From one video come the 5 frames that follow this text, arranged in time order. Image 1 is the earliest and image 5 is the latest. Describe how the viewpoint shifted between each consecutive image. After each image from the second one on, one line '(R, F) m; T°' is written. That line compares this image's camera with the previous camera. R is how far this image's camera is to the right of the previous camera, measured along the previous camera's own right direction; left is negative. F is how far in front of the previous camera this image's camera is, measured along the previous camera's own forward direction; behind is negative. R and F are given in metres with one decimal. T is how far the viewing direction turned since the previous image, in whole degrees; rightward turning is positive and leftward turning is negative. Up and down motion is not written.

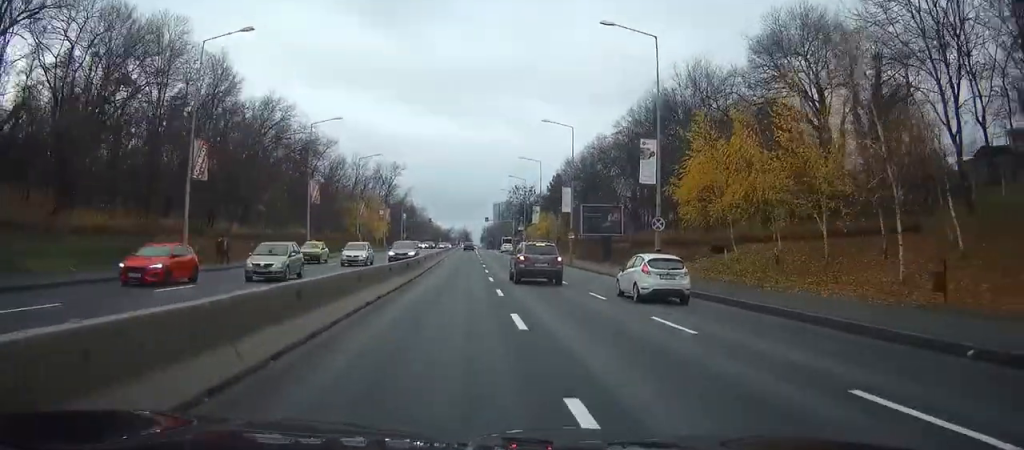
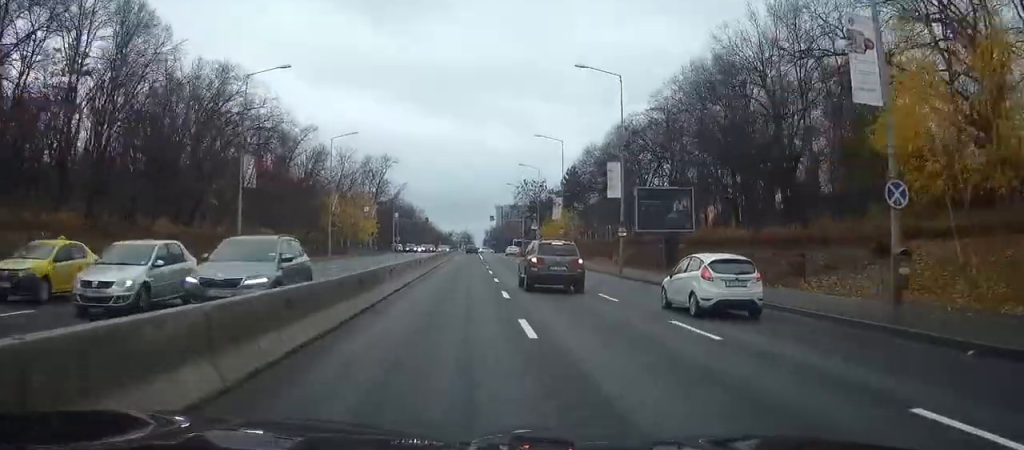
(0.0, +19.2) m; 0°
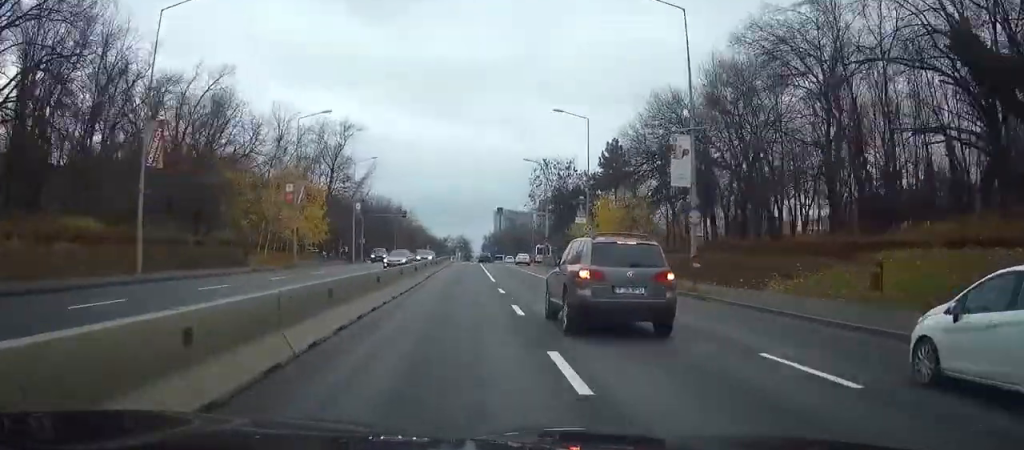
(-0.1, +40.9) m; 0°
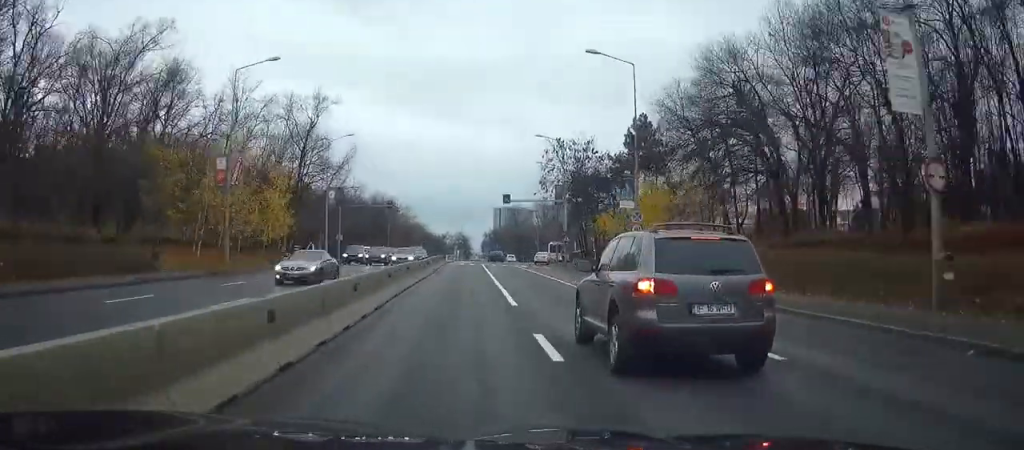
(0.0, +15.8) m; 0°
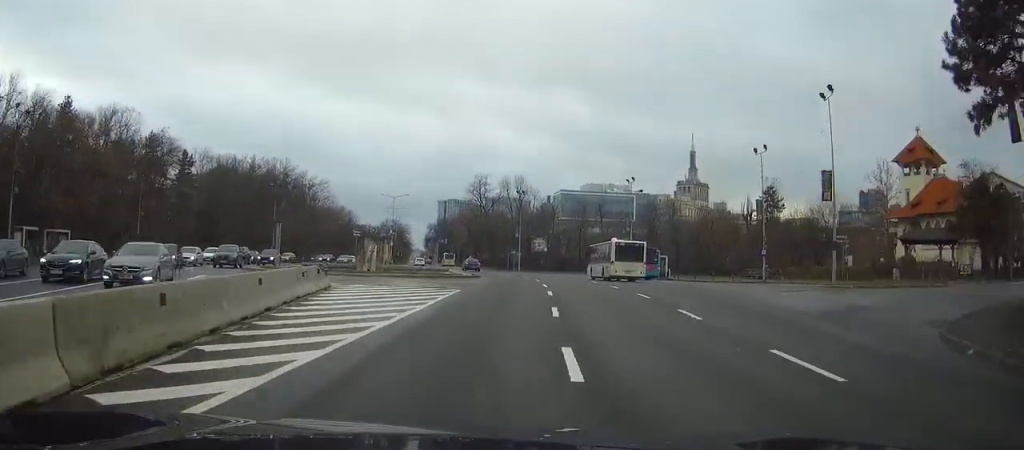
(+0.9, +77.8) m; +4°
